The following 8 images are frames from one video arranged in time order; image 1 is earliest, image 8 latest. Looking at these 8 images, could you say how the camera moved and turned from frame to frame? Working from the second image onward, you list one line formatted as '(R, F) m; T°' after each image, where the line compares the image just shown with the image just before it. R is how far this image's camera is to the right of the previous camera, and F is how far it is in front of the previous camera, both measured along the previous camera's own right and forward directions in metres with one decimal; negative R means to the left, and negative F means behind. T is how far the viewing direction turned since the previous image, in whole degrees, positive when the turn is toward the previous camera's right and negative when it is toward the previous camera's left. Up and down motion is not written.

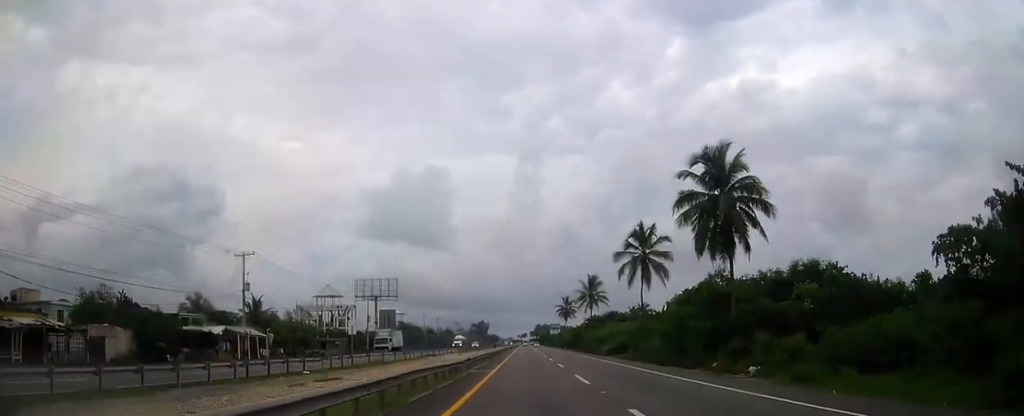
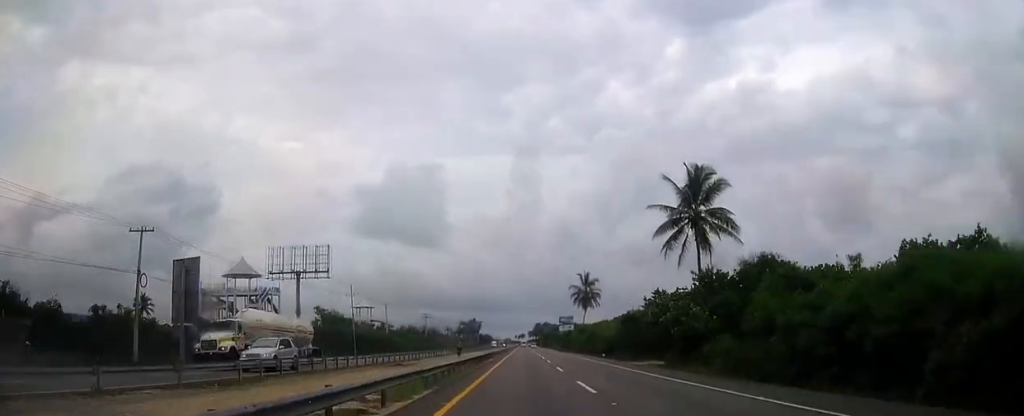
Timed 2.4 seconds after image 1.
(0.0, +70.3) m; 0°
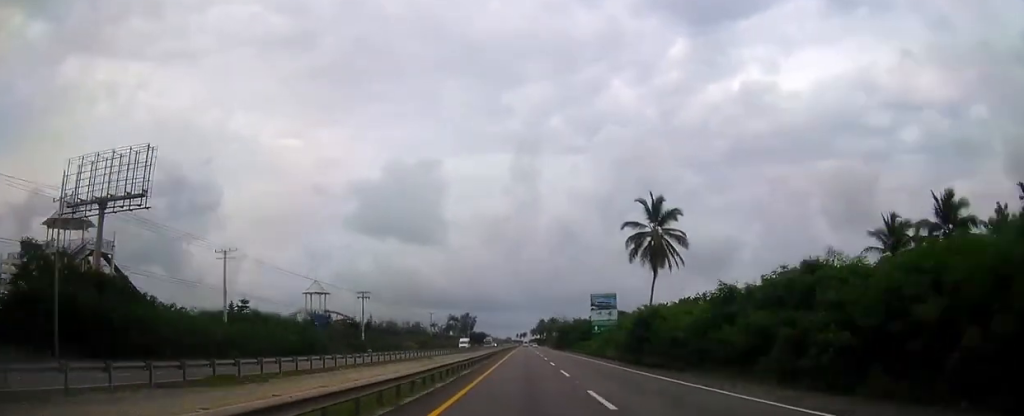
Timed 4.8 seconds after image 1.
(-0.1, +70.2) m; 0°
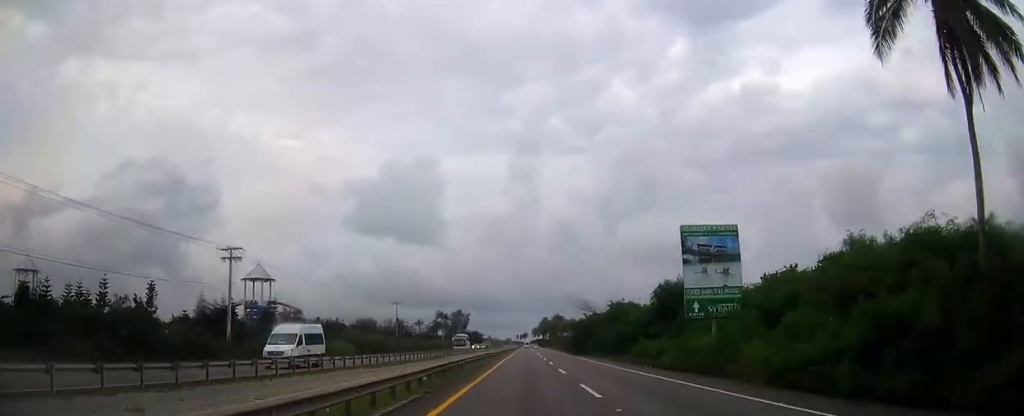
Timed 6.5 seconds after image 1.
(0.0, +49.7) m; 0°
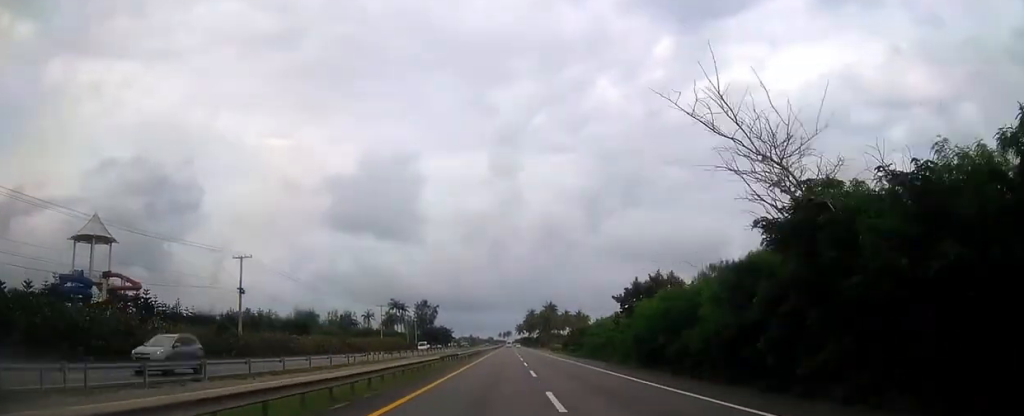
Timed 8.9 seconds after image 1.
(+0.4, +69.9) m; +1°
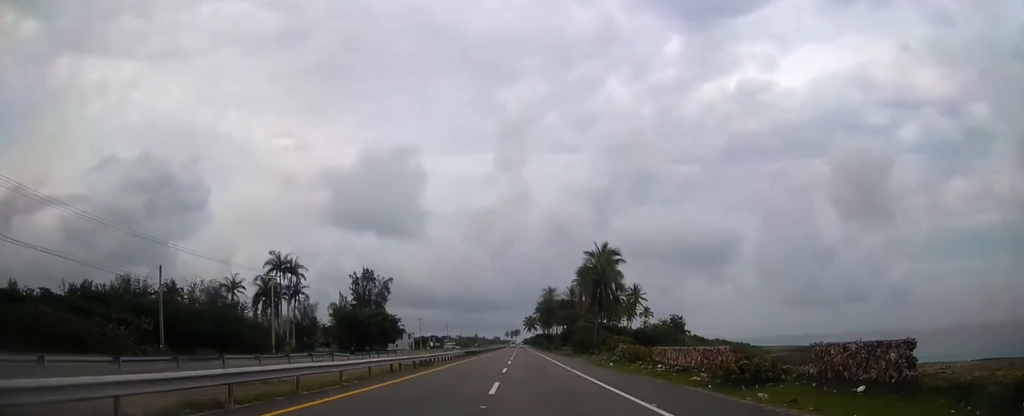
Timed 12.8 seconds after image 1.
(+0.2, +114.3) m; 0°
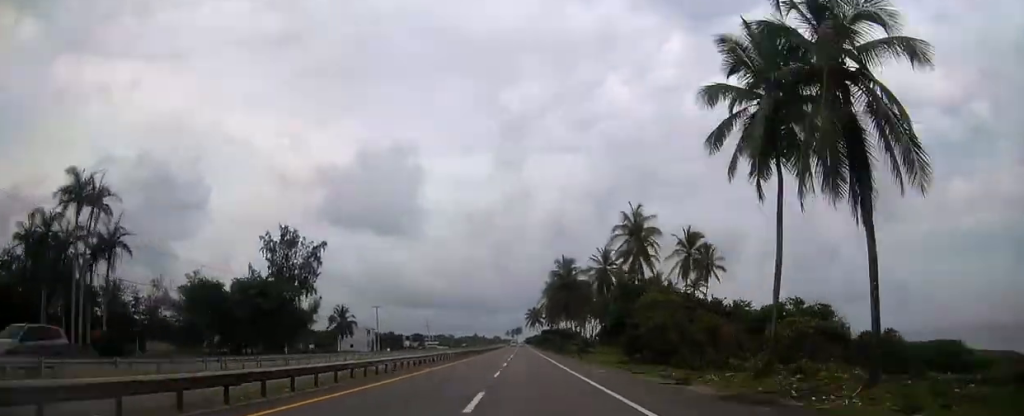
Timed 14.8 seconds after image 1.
(-0.2, +59.1) m; 0°
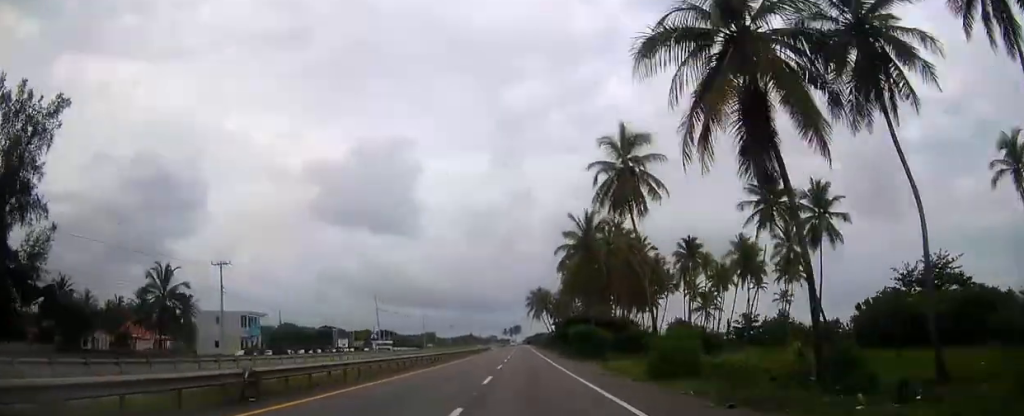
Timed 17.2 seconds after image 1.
(-0.1, +71.1) m; 0°
